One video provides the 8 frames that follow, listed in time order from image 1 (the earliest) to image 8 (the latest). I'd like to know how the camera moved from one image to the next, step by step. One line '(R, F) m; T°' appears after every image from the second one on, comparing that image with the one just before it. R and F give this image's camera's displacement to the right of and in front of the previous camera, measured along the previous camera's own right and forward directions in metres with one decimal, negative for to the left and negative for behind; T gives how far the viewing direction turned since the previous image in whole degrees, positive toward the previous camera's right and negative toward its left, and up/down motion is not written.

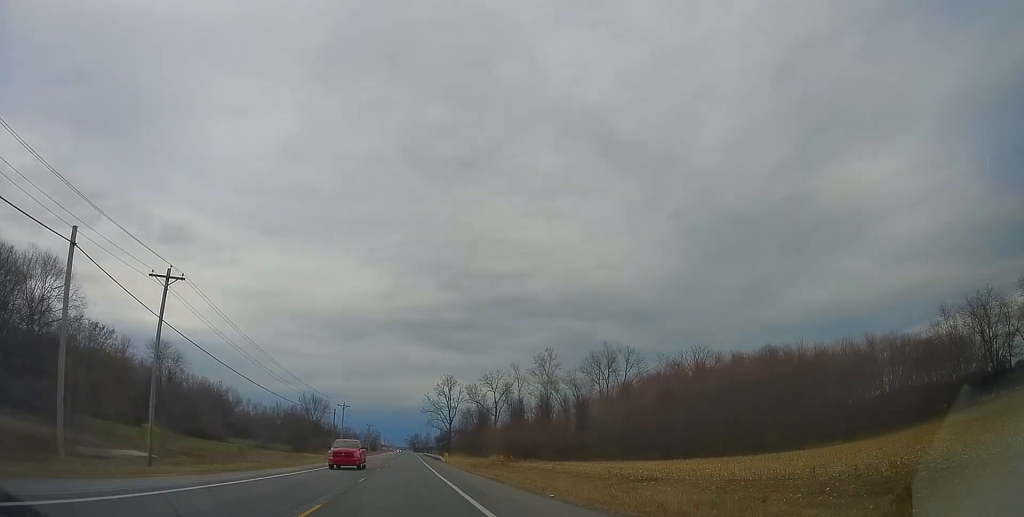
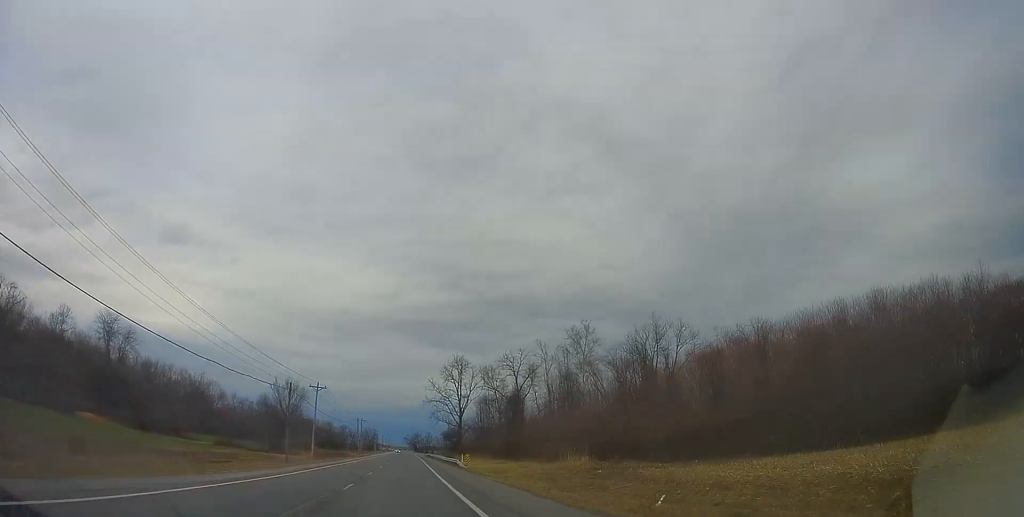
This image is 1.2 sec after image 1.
(+0.4, +31.2) m; +1°
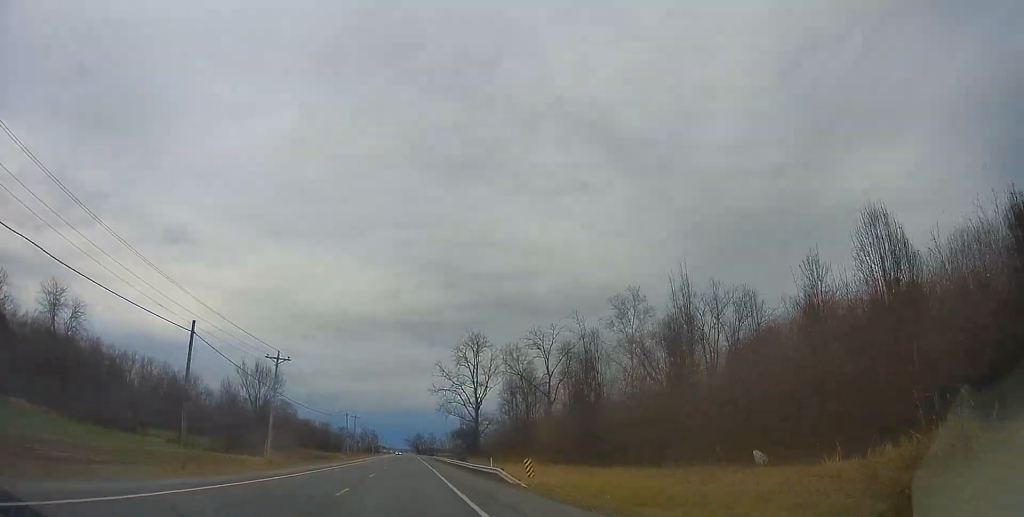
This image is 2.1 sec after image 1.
(+0.2, +25.0) m; 0°
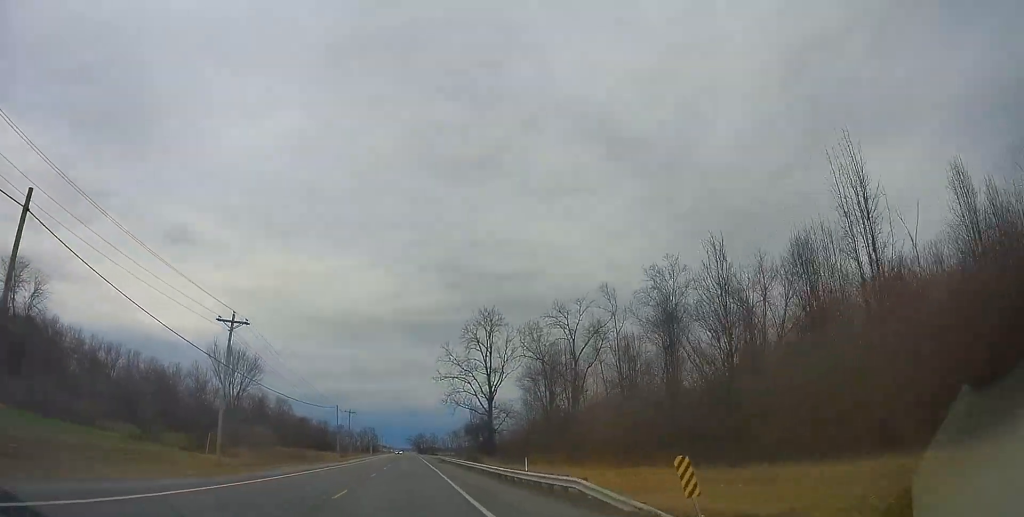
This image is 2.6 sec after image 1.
(0.0, +14.4) m; 0°
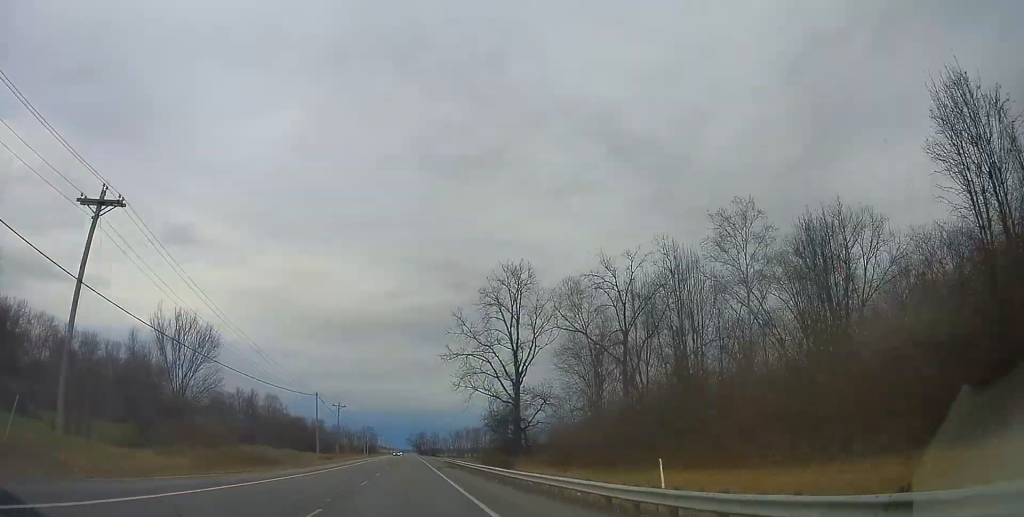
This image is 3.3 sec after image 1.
(-0.2, +19.1) m; 0°
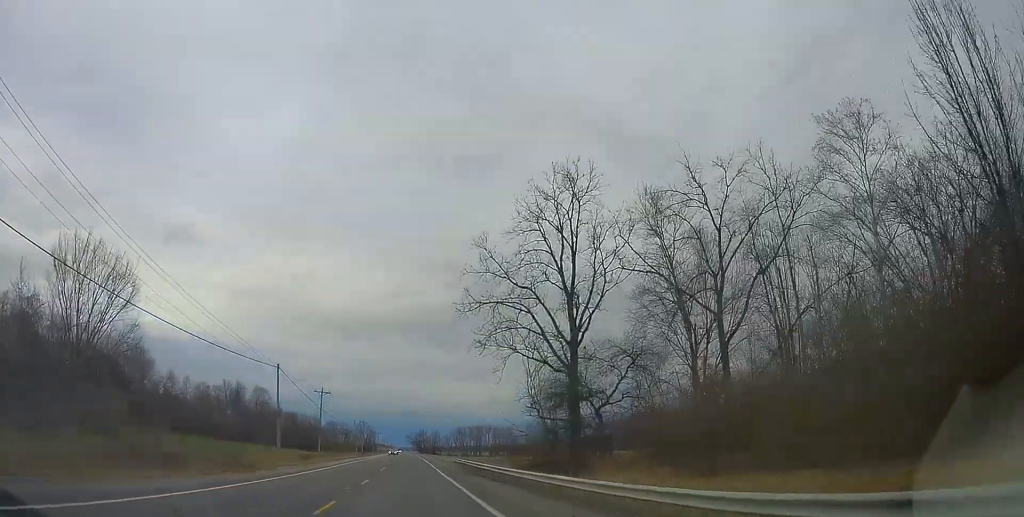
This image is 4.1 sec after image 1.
(-0.1, +20.2) m; 0°
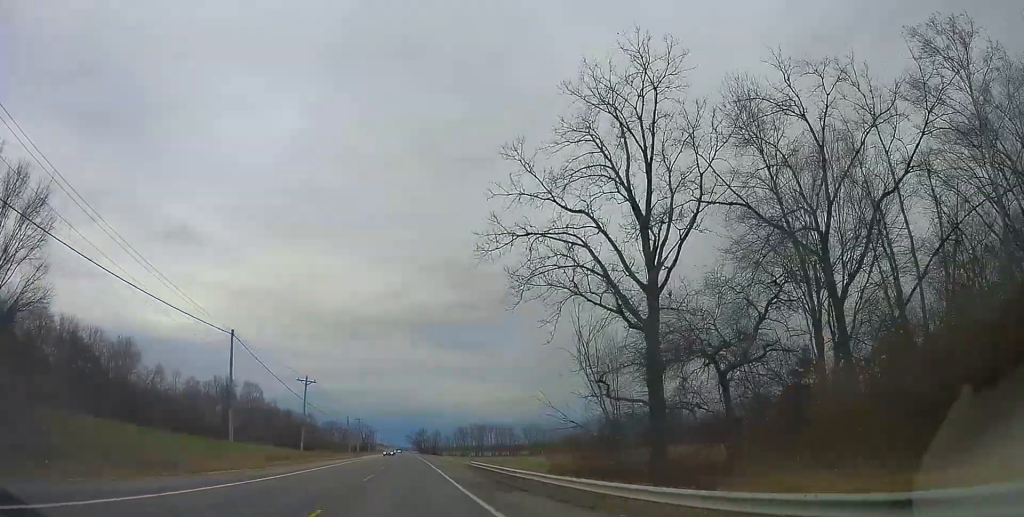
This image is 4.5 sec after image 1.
(-0.1, +12.9) m; +1°
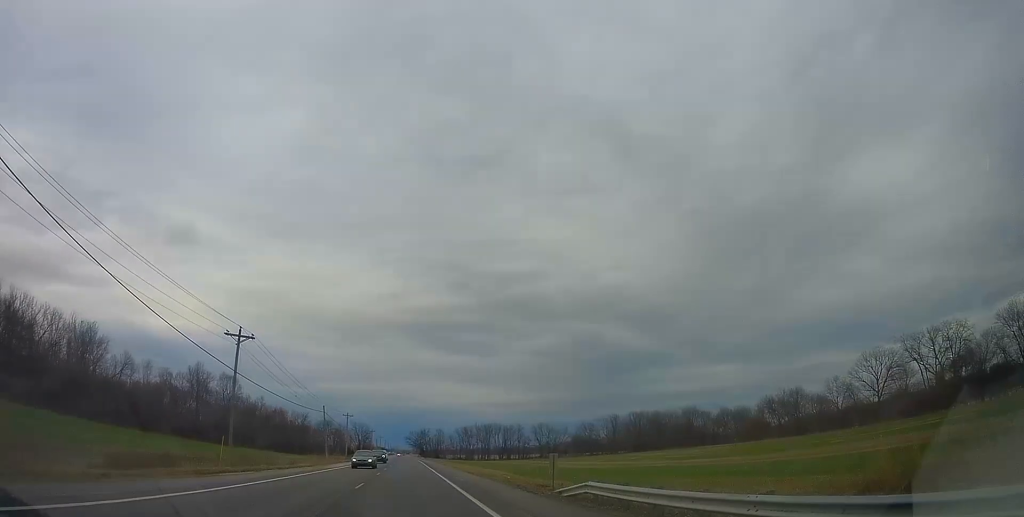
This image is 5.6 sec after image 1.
(+0.5, +29.5) m; 0°
